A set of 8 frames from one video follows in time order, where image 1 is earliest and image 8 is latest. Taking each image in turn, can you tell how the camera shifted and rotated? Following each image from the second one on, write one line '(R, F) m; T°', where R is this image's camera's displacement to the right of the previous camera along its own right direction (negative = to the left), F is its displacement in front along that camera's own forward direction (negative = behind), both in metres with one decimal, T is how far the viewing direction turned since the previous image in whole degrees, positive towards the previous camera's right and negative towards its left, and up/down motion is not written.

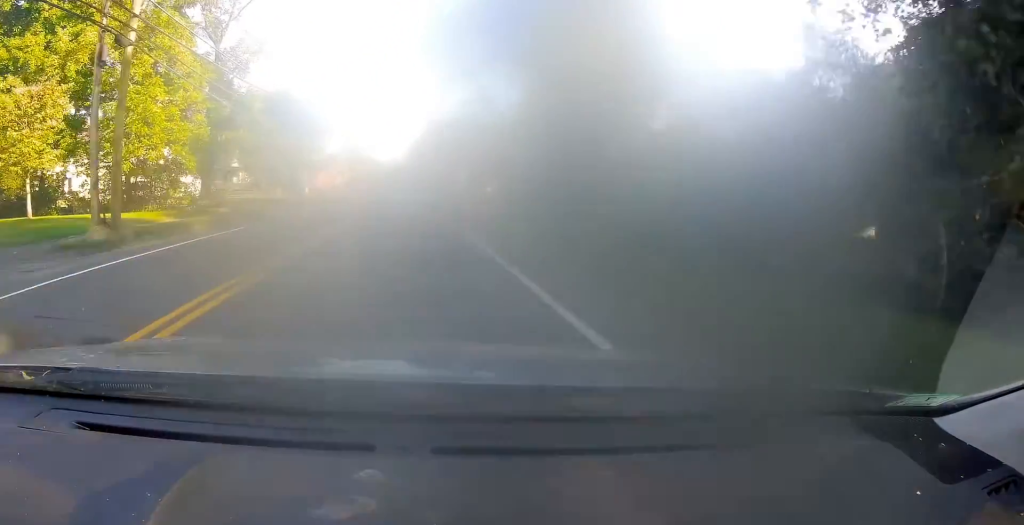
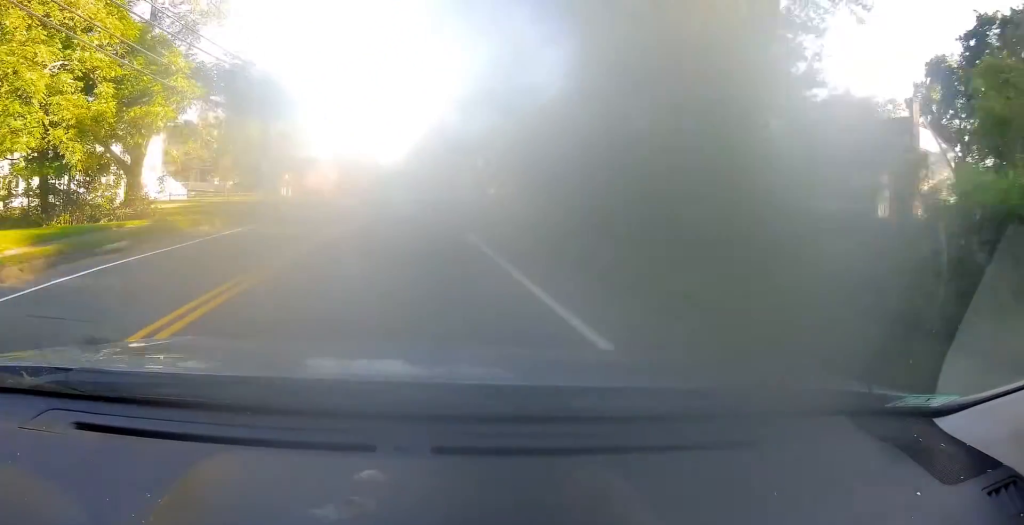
(0.0, +10.5) m; +1°
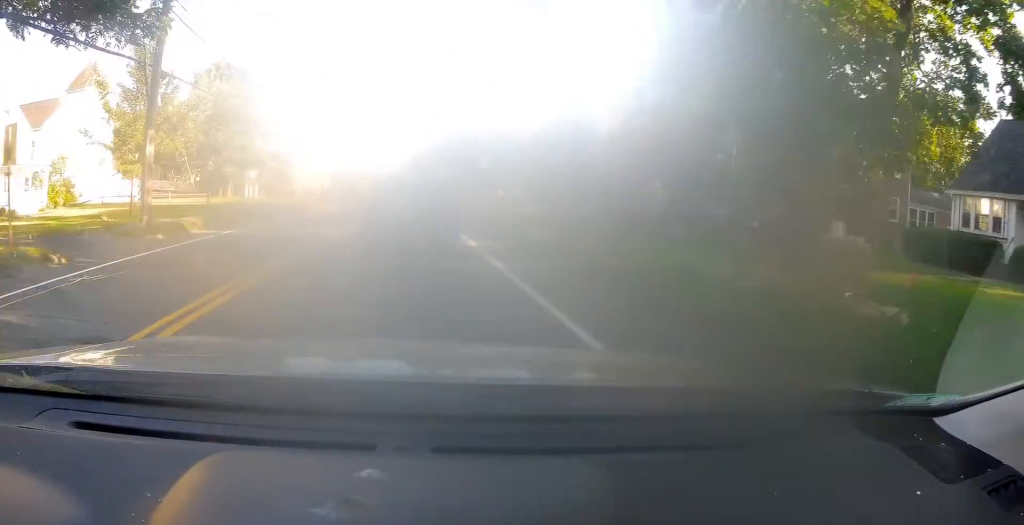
(+0.2, +14.7) m; 0°
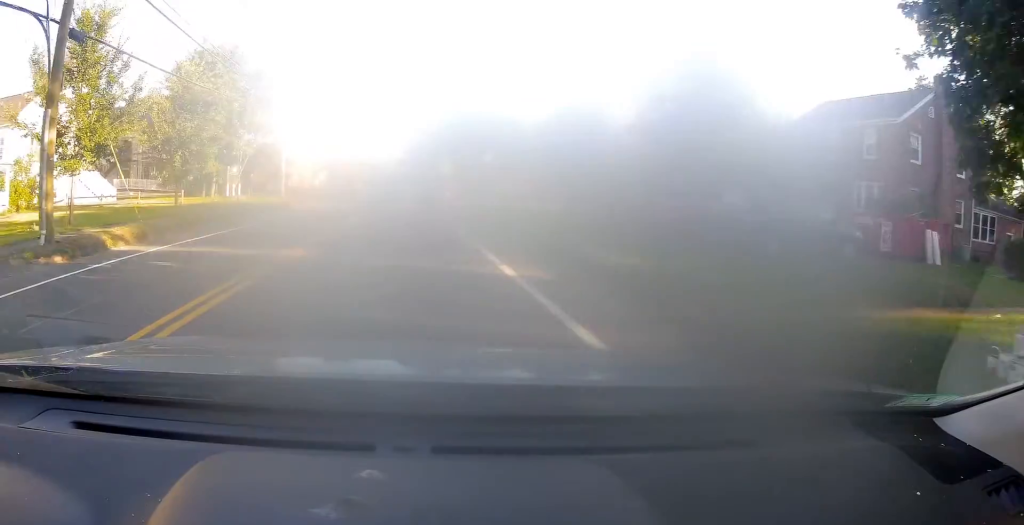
(+0.2, +5.5) m; 0°
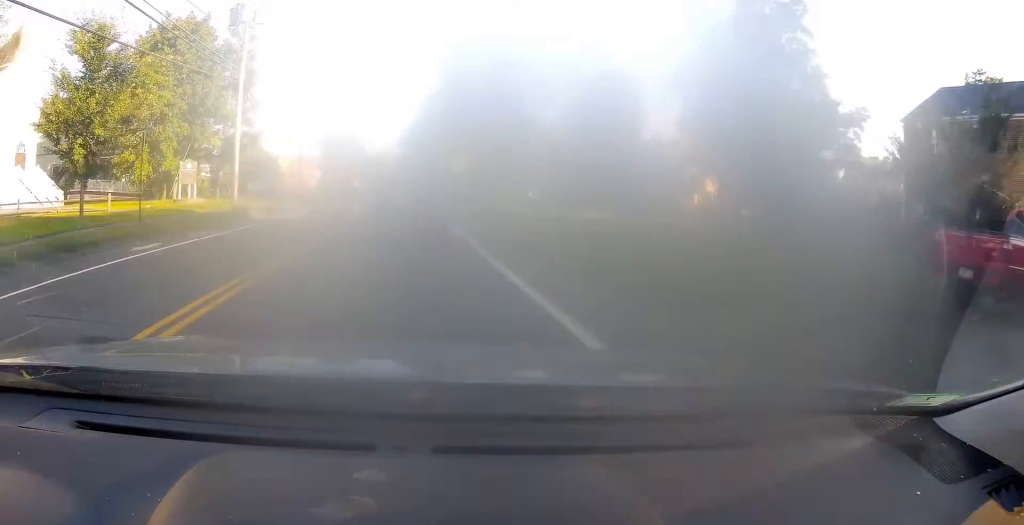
(-0.4, +10.4) m; 0°
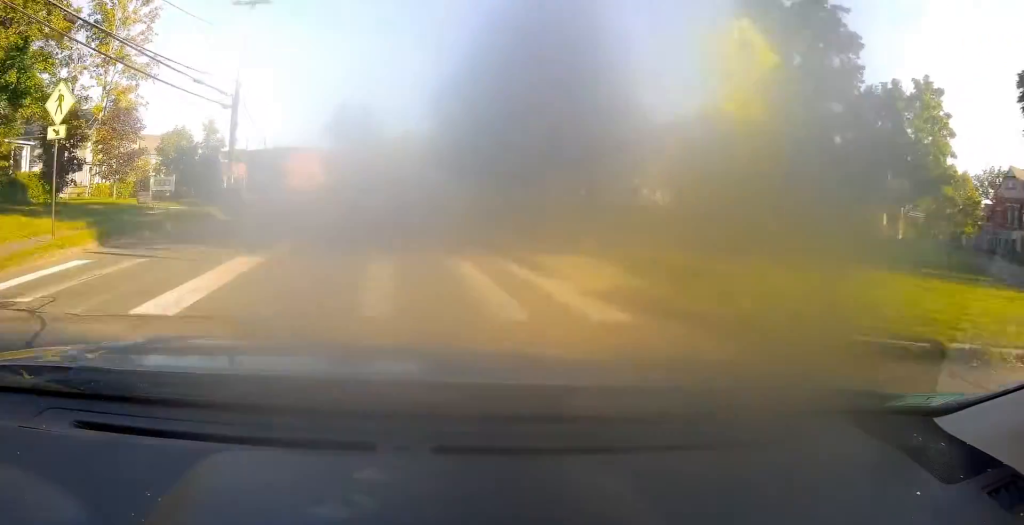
(+0.4, +31.0) m; -3°
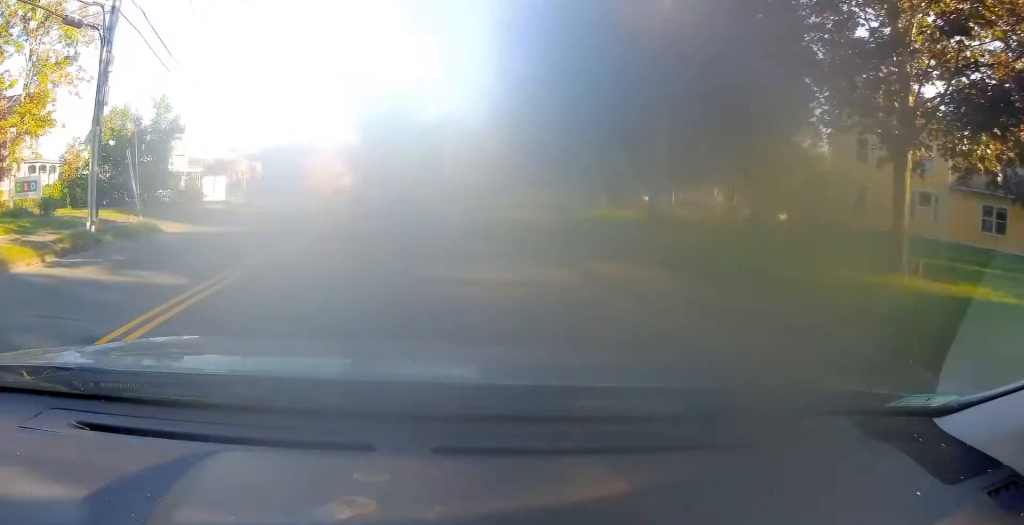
(-0.9, +17.3) m; -5°
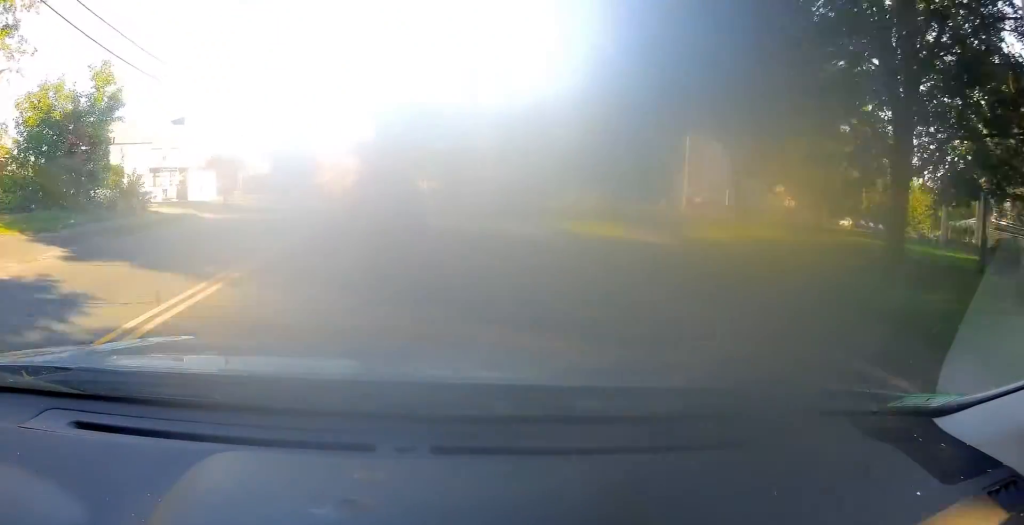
(-0.2, +10.6) m; -1°
